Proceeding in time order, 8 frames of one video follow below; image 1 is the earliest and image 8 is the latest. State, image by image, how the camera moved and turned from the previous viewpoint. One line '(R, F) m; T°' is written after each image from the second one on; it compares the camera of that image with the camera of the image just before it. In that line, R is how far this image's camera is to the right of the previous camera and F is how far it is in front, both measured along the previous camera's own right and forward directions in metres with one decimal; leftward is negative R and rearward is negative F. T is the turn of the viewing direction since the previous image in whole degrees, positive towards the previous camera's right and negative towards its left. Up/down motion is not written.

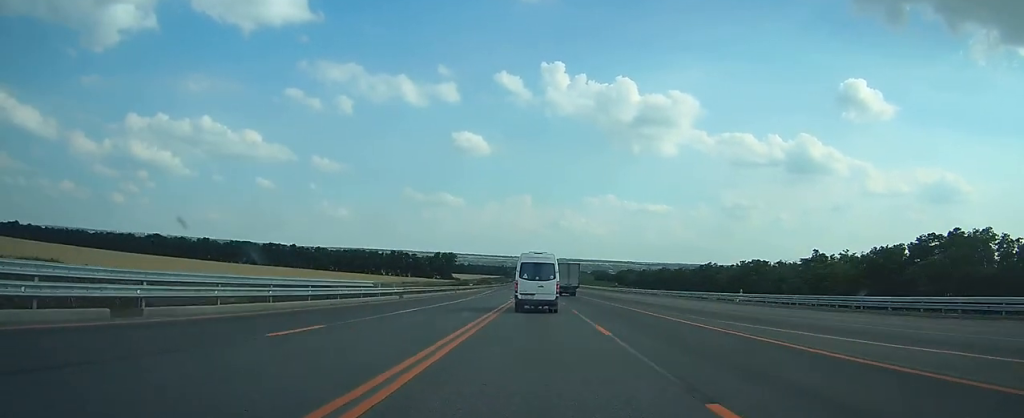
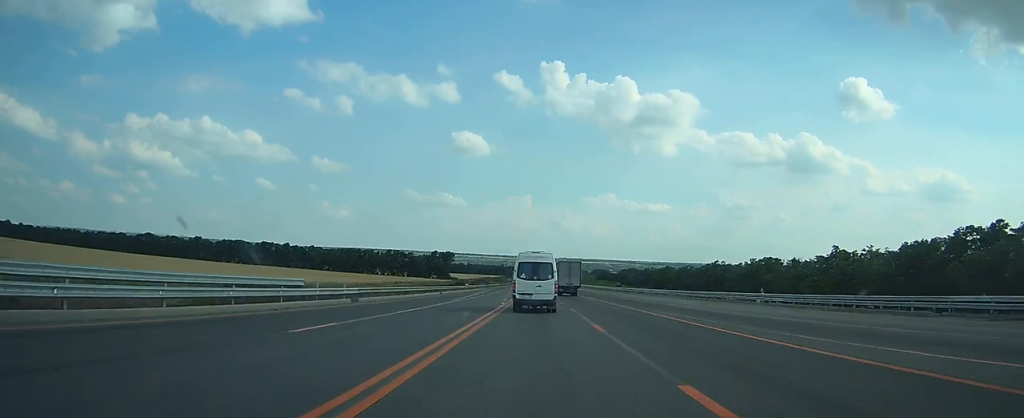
(0.0, +11.0) m; 0°
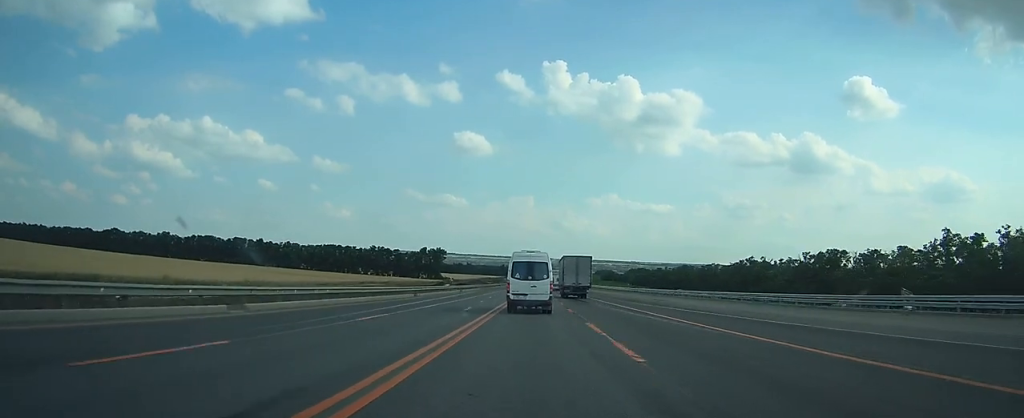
(-0.1, +43.0) m; 0°
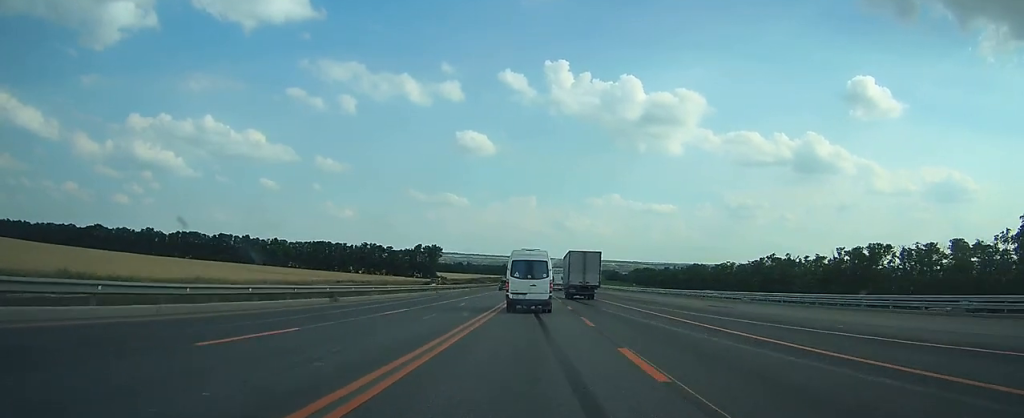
(0.0, +20.1) m; 0°
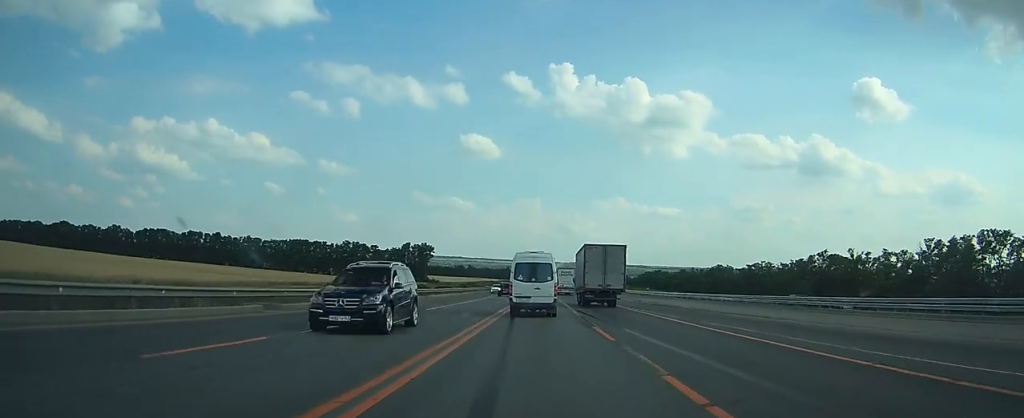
(0.0, +37.6) m; 0°
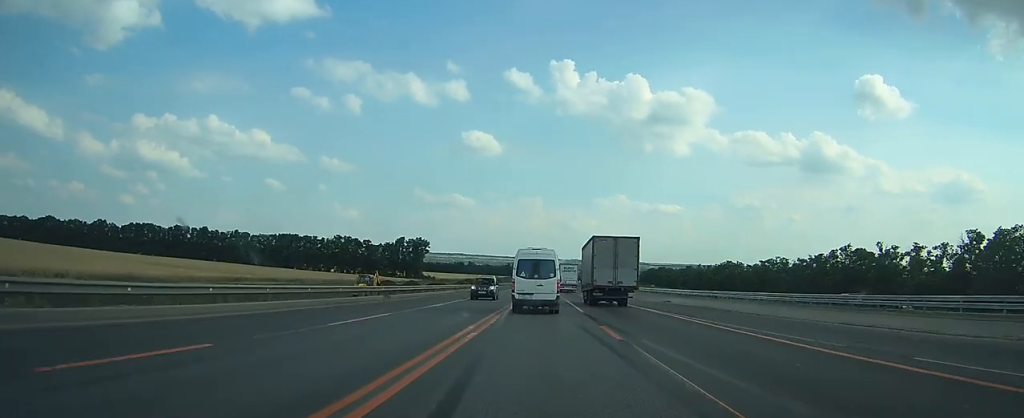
(0.0, +13.8) m; 0°
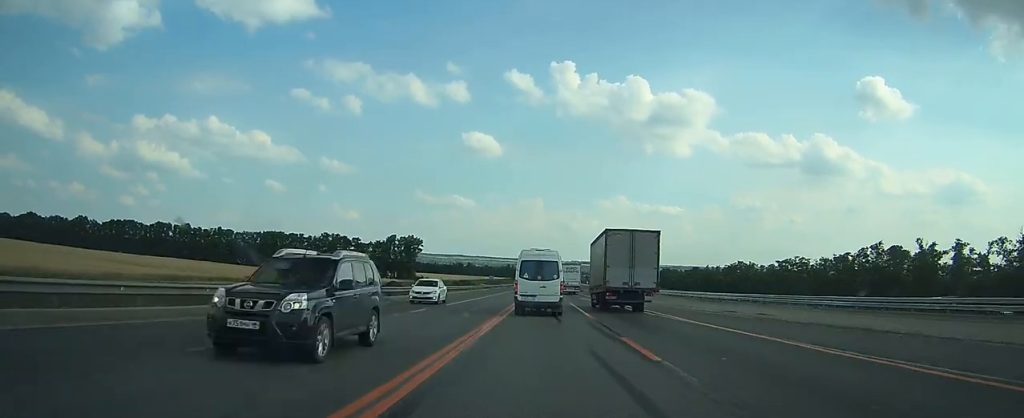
(0.0, +16.5) m; 0°
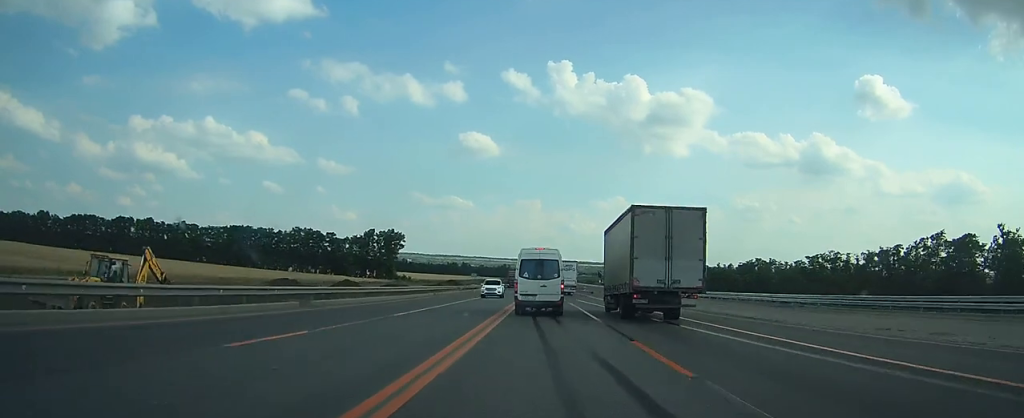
(-0.2, +27.4) m; 0°
